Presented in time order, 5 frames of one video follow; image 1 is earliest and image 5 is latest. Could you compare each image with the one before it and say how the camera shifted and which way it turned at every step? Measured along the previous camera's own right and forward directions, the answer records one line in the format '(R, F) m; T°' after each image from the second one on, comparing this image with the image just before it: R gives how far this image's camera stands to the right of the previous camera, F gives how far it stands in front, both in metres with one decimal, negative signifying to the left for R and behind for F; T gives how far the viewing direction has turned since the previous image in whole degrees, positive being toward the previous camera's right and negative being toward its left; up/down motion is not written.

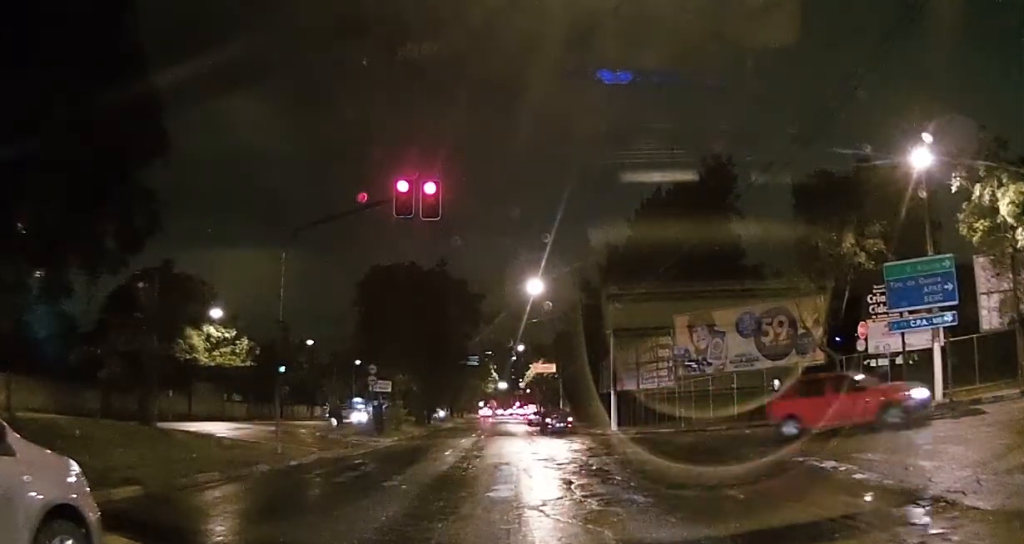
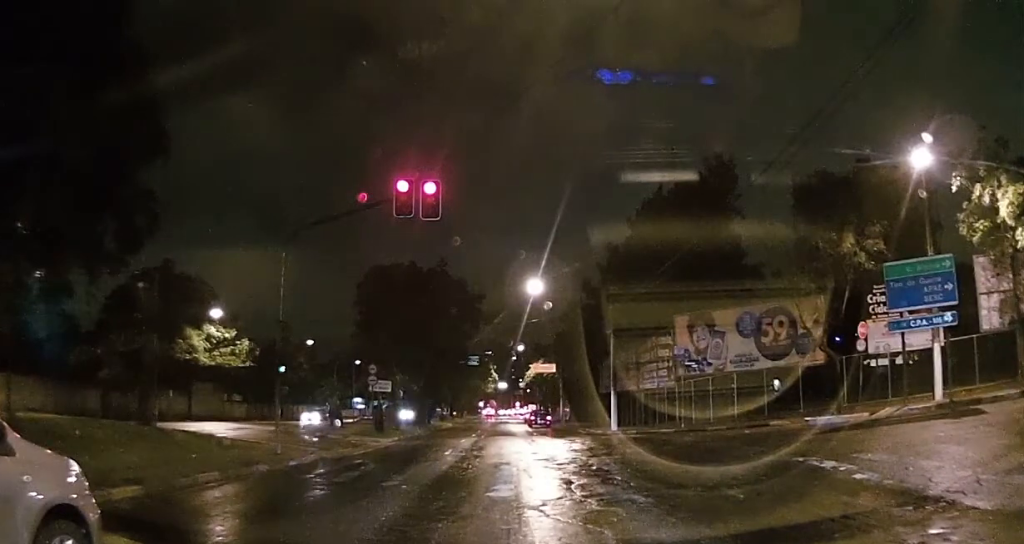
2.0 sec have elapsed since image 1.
(0.0, 0.0) m; 0°
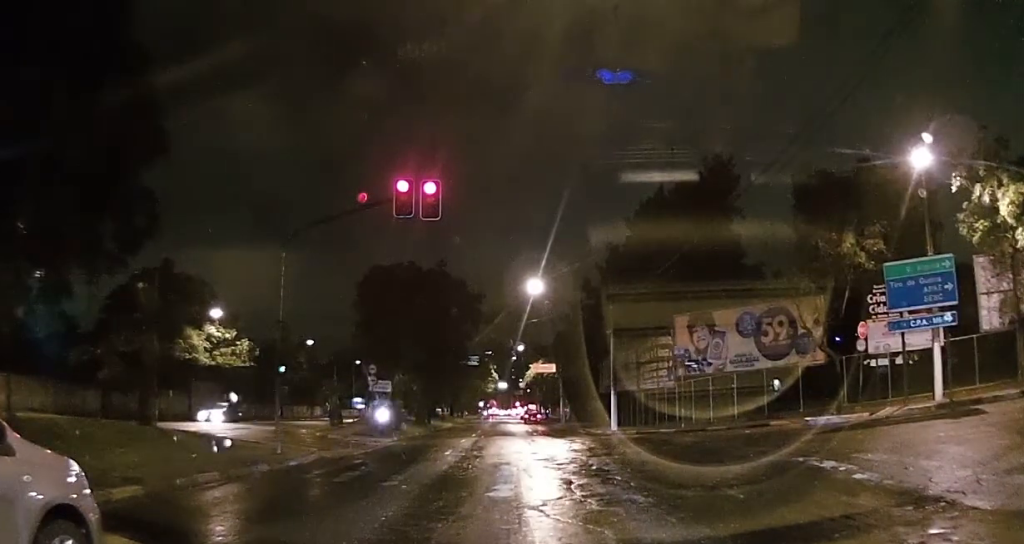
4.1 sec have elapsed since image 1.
(0.0, 0.0) m; 0°
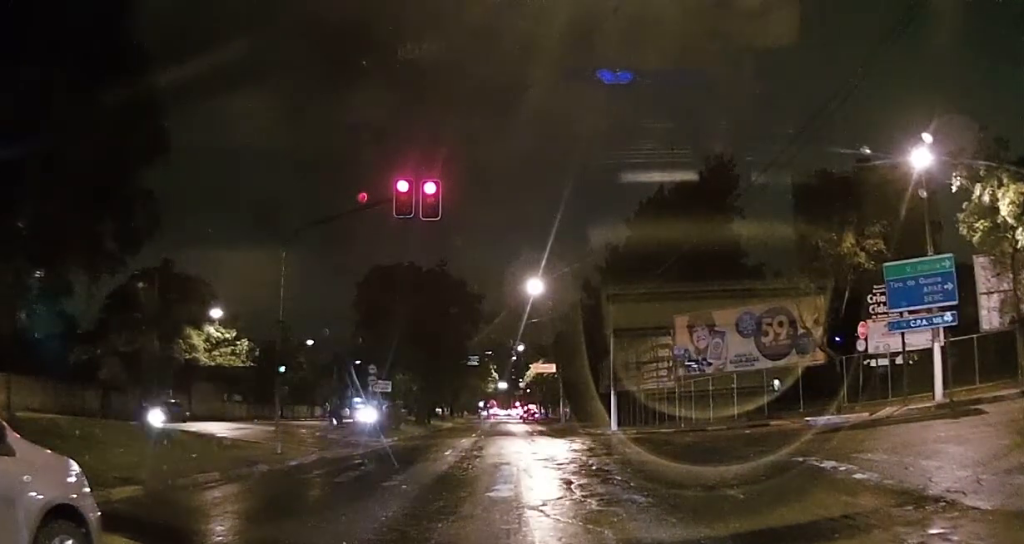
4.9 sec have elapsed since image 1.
(0.0, 0.0) m; 0°
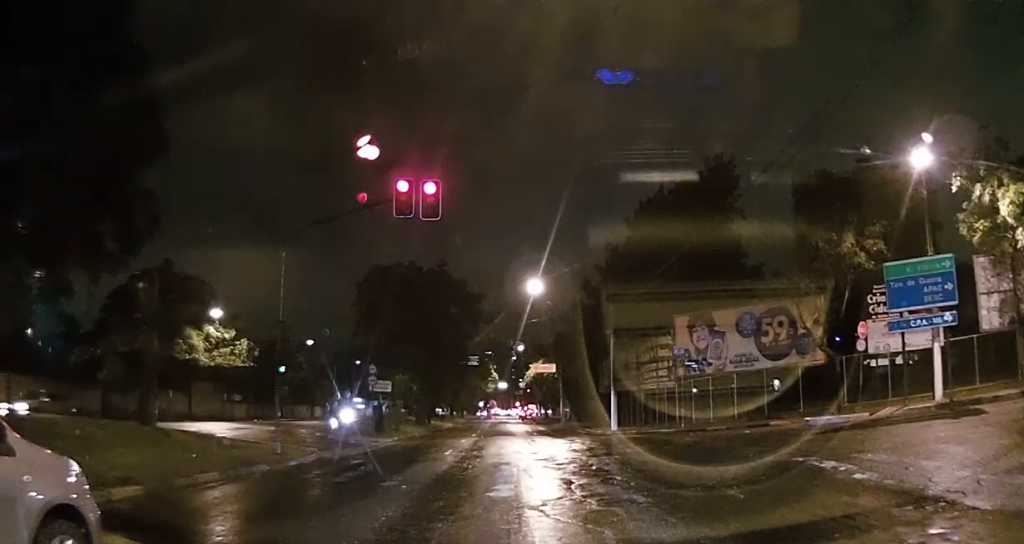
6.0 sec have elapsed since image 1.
(0.0, 0.0) m; 0°
